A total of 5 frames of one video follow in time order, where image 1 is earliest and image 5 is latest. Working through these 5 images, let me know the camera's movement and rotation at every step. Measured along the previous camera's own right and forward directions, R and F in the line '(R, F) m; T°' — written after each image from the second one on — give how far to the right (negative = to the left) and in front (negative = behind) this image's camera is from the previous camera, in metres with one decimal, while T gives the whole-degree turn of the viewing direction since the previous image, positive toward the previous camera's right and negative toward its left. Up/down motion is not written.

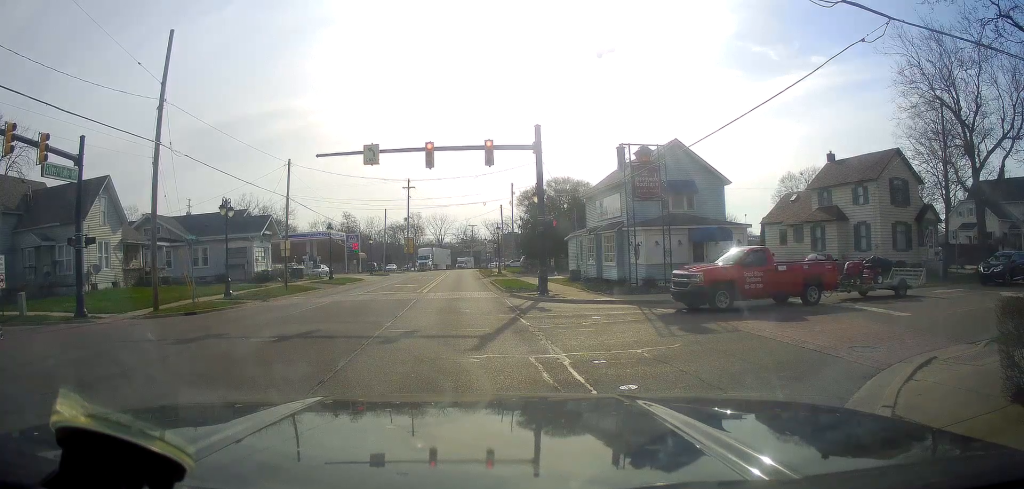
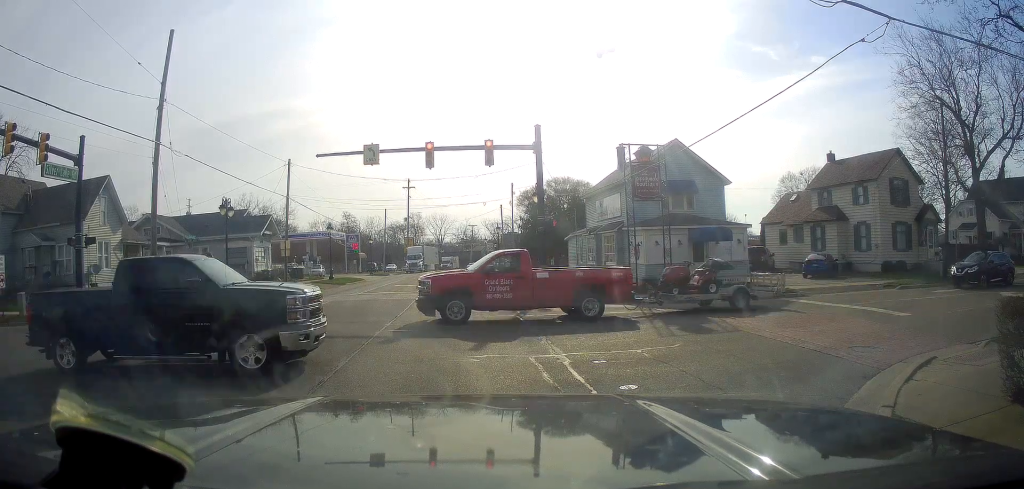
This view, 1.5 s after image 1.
(0.0, 0.0) m; 0°
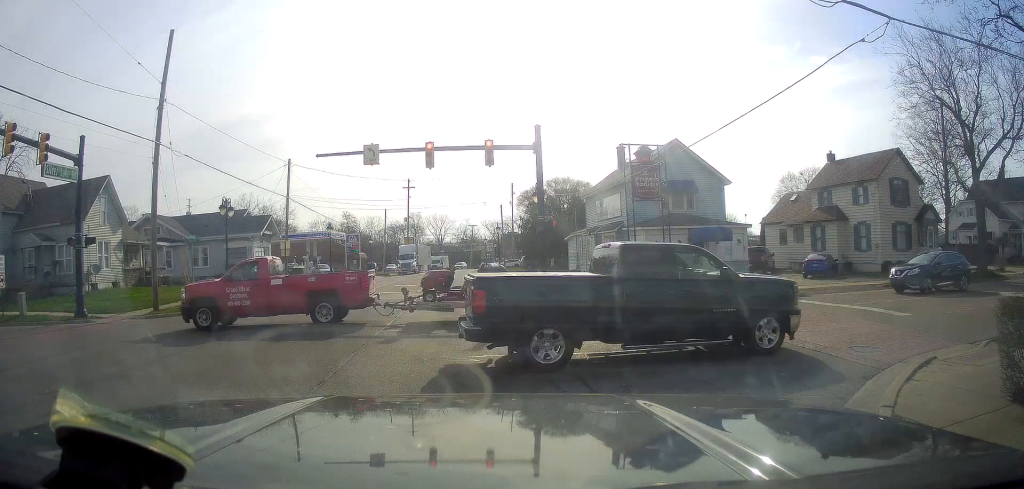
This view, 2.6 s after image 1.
(0.0, 0.0) m; 0°
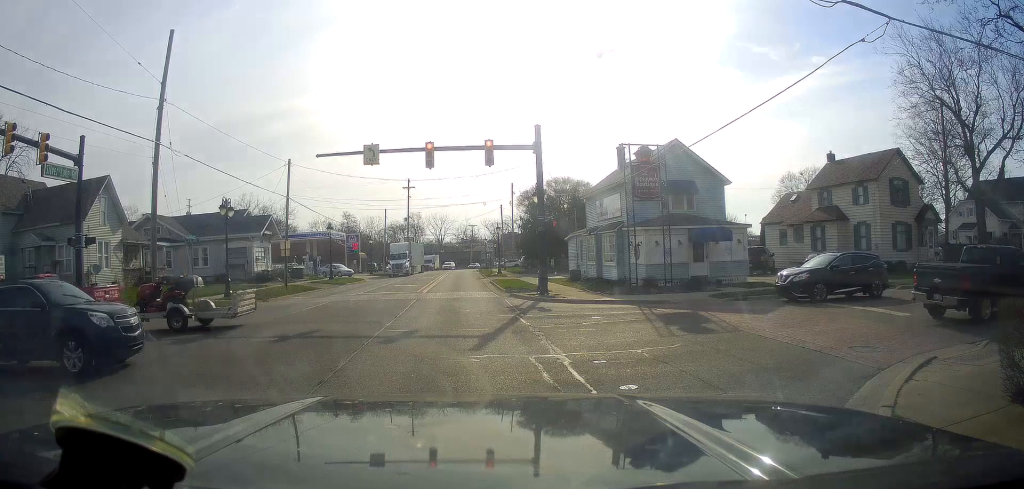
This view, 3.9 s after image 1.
(0.0, 0.0) m; 0°
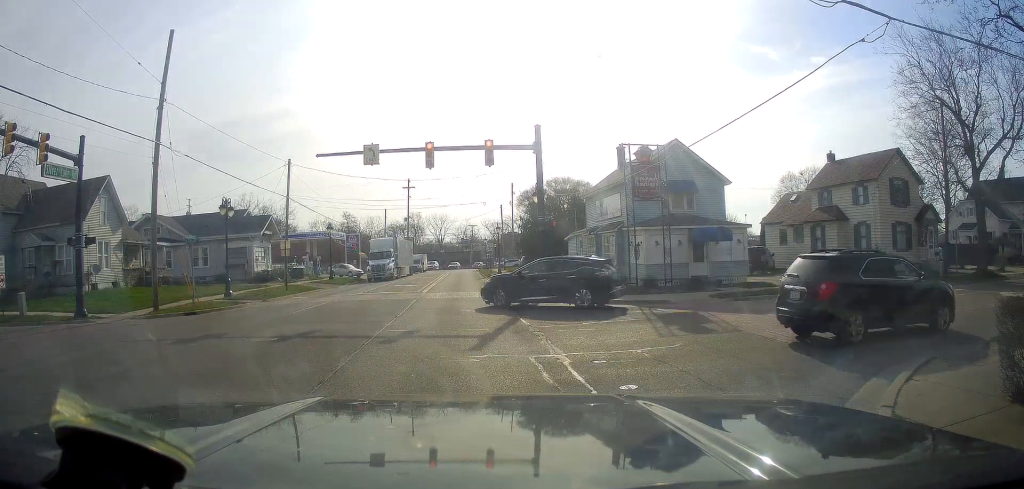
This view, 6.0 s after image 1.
(0.0, 0.0) m; 0°
